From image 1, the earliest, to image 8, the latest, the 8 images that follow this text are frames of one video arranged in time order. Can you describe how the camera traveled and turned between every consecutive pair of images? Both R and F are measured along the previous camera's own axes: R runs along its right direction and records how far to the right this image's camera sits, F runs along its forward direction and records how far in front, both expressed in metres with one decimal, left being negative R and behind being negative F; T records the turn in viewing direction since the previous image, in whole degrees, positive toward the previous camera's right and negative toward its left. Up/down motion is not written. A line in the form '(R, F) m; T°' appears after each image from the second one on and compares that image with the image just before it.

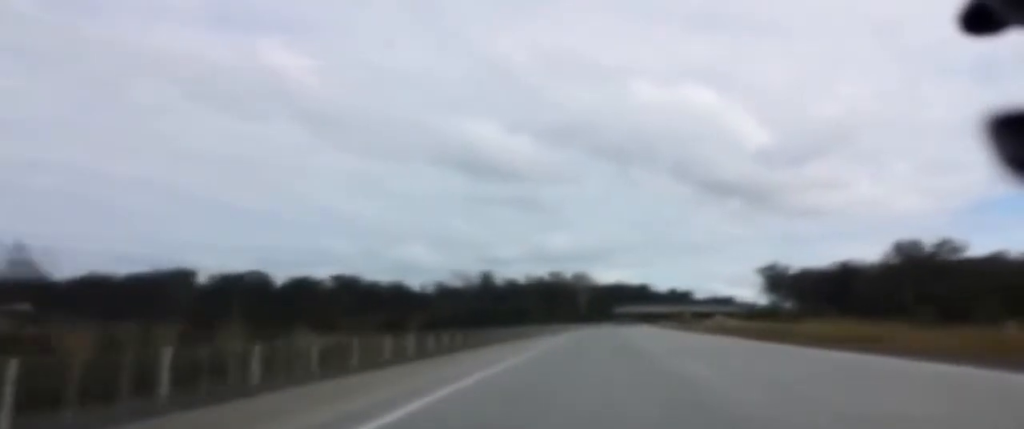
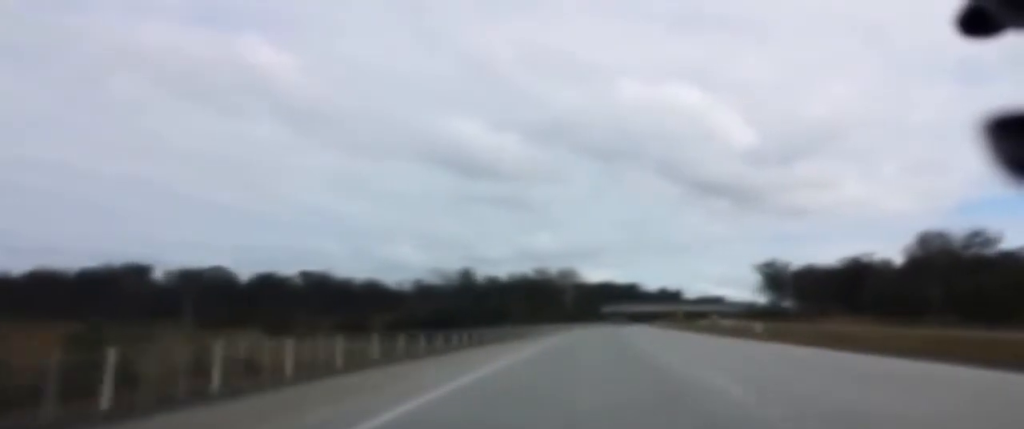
(+0.2, +28.5) m; +1°
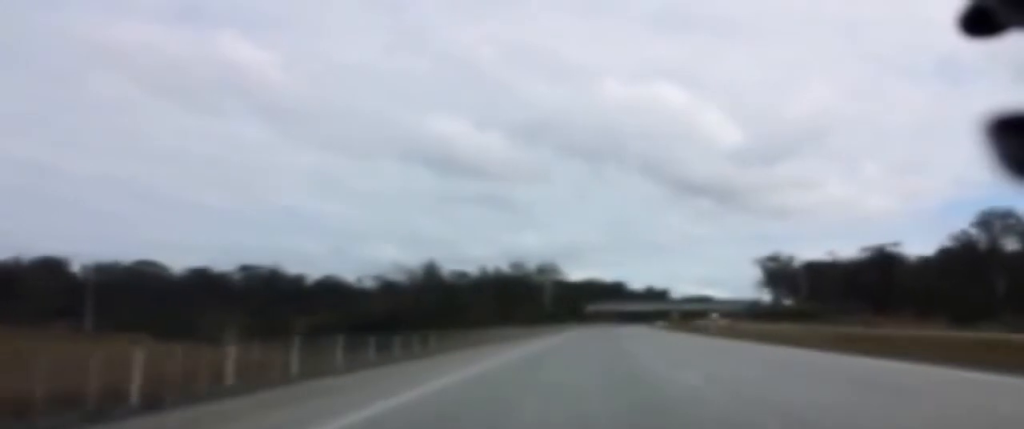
(+0.2, +47.2) m; 0°
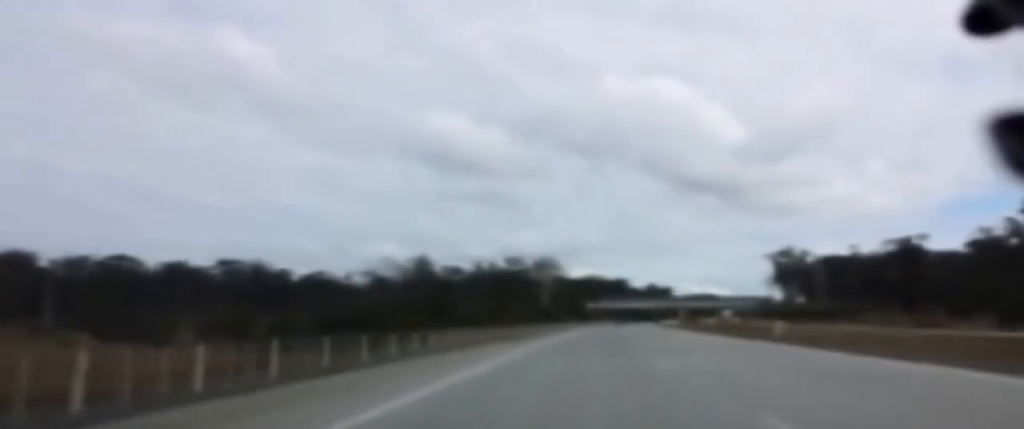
(0.0, +19.5) m; 0°
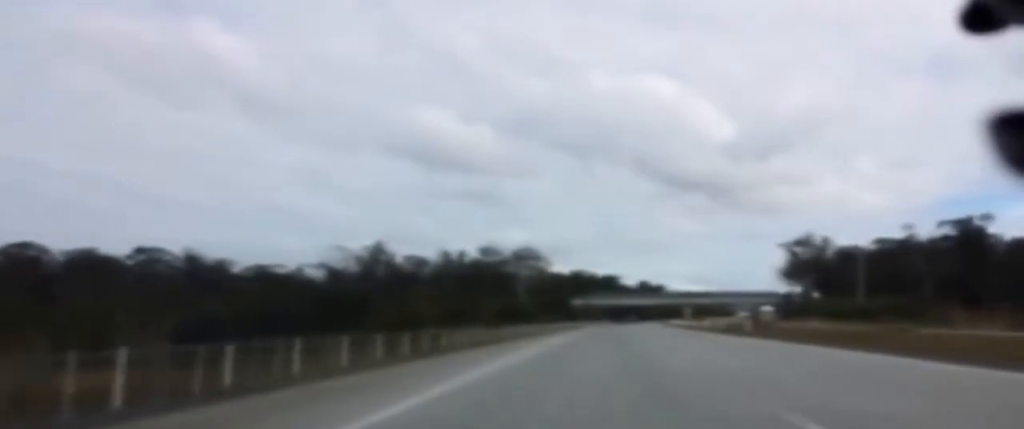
(+0.1, +48.1) m; +1°
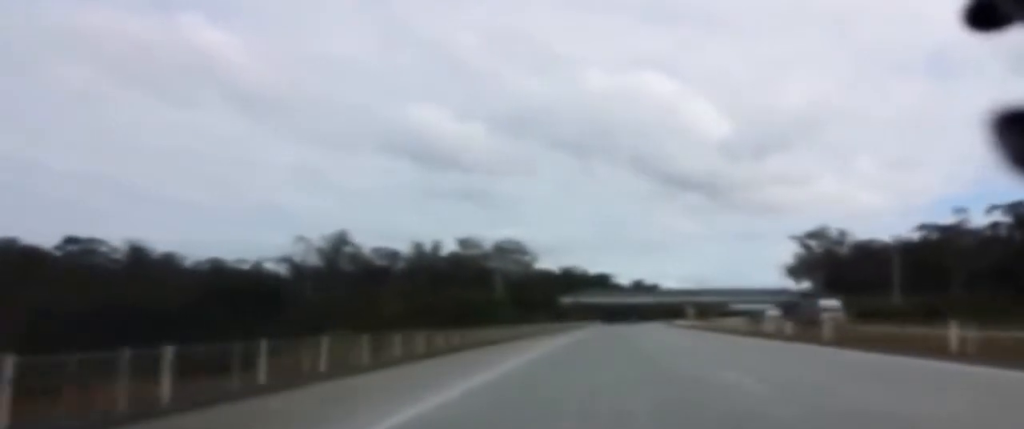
(+0.2, +29.6) m; +1°
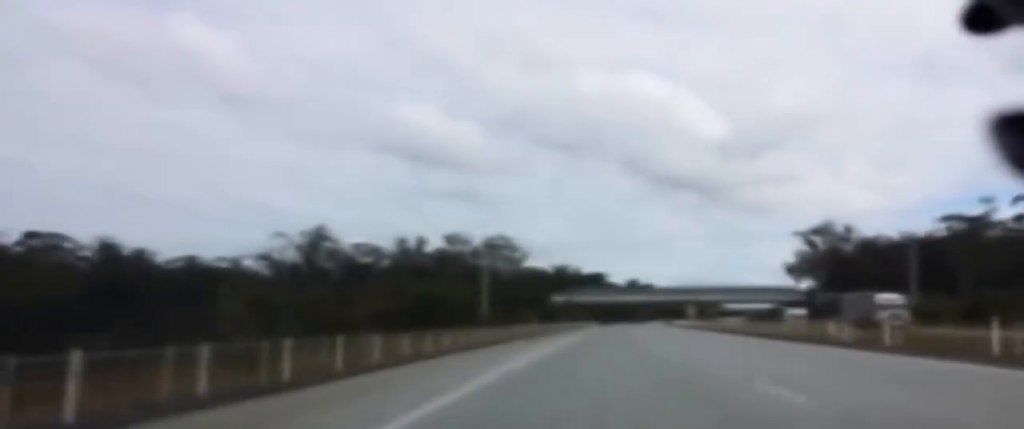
(0.0, +14.3) m; 0°
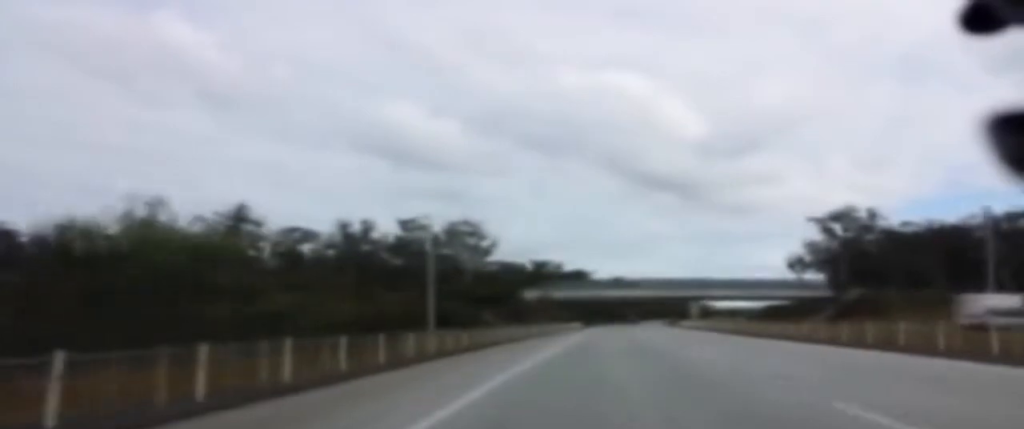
(+0.1, +39.7) m; 0°
